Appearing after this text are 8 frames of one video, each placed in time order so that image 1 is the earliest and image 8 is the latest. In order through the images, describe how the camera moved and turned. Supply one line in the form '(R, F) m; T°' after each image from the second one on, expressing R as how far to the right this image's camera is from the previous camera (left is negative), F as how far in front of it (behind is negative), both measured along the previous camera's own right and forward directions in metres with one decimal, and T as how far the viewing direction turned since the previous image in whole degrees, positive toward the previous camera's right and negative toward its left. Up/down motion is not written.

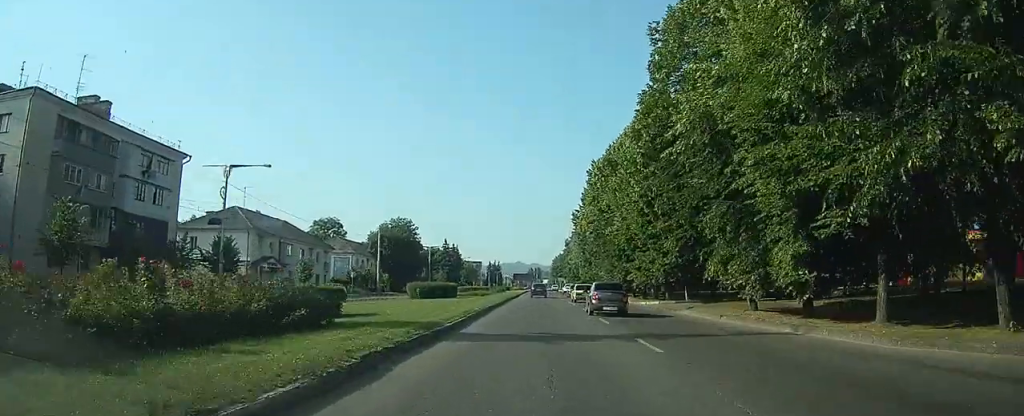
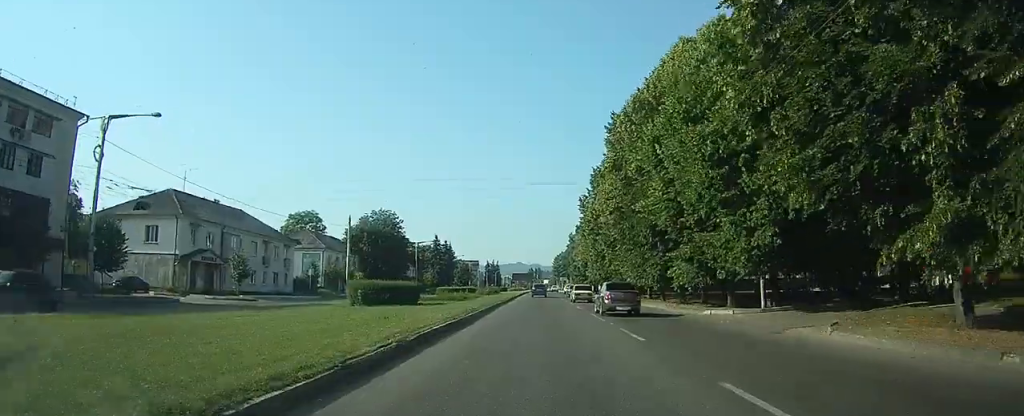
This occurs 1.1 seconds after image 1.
(0.0, +11.7) m; 0°
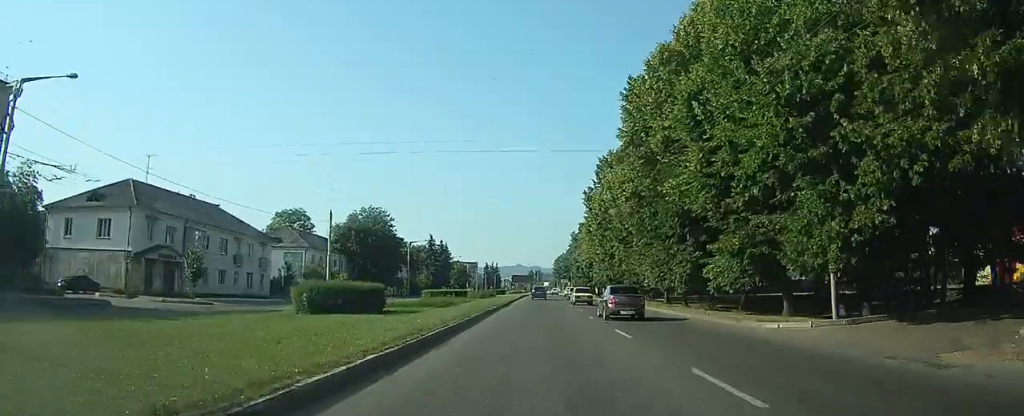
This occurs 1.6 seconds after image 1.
(0.0, +5.8) m; 0°
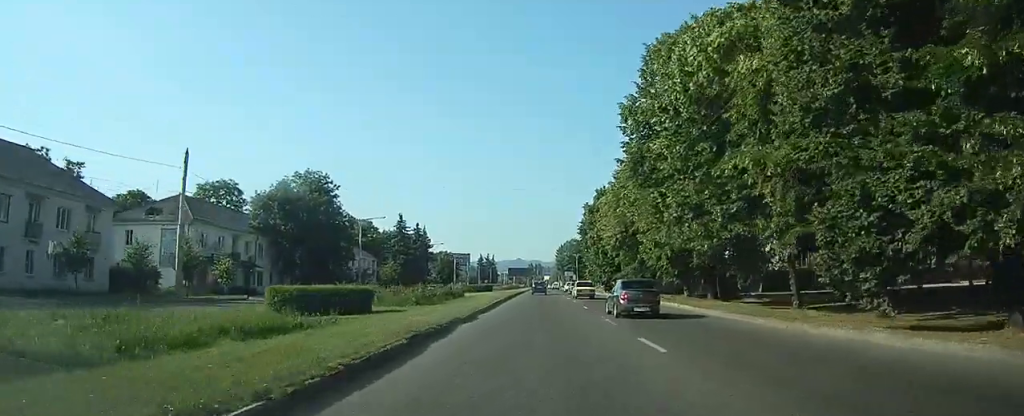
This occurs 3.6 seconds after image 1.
(0.0, +27.8) m; -1°
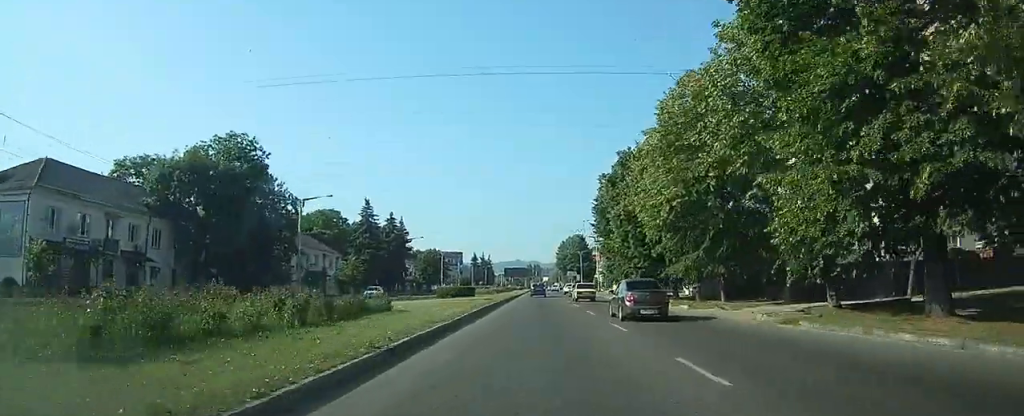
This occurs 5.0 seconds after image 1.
(-0.1, +24.0) m; 0°
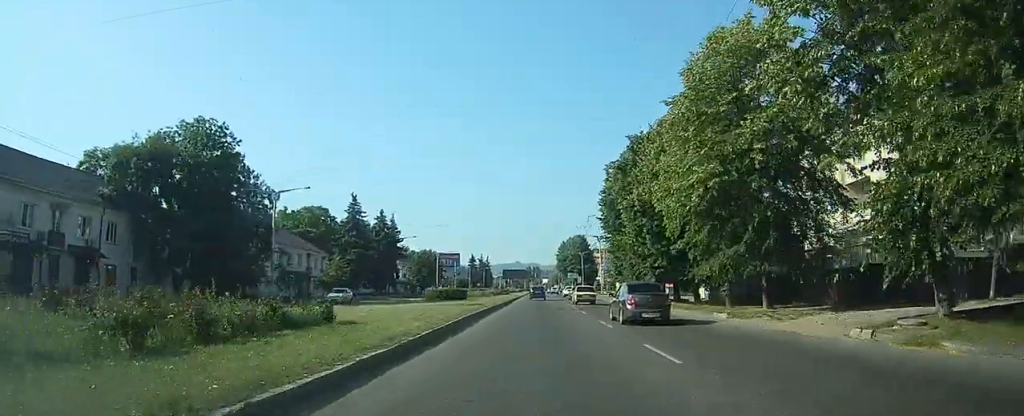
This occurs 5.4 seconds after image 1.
(+0.1, +7.9) m; 0°
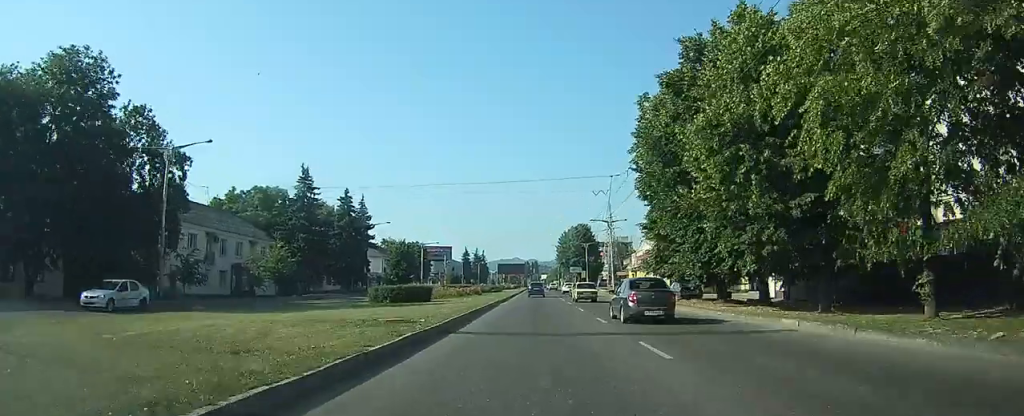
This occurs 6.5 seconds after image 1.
(+0.1, +21.8) m; 0°
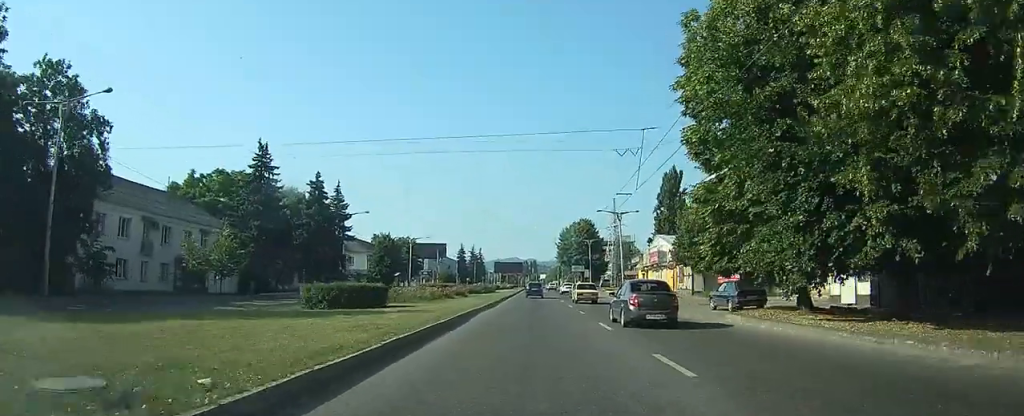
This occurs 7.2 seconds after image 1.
(0.0, +12.5) m; 0°
